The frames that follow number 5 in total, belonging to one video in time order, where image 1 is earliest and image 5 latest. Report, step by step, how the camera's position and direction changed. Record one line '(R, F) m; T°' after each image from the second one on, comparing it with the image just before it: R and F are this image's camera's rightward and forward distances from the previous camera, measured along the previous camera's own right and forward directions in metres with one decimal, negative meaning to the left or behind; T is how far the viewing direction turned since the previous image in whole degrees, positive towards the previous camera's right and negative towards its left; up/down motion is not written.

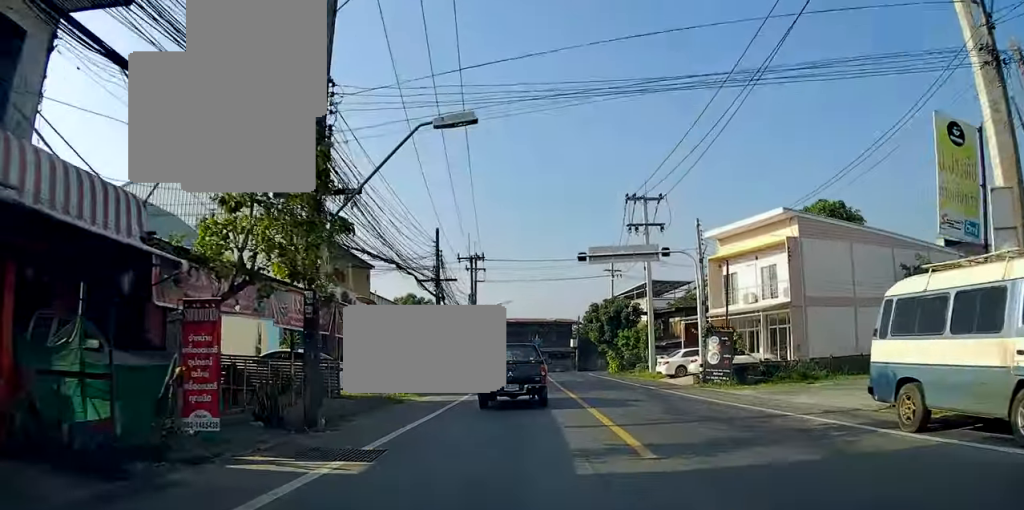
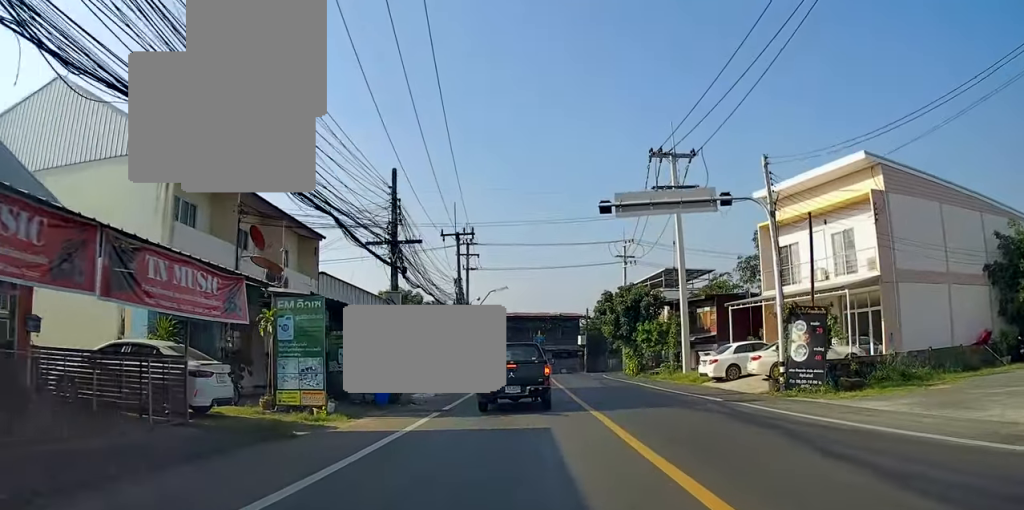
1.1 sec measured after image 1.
(-0.3, +9.5) m; -3°
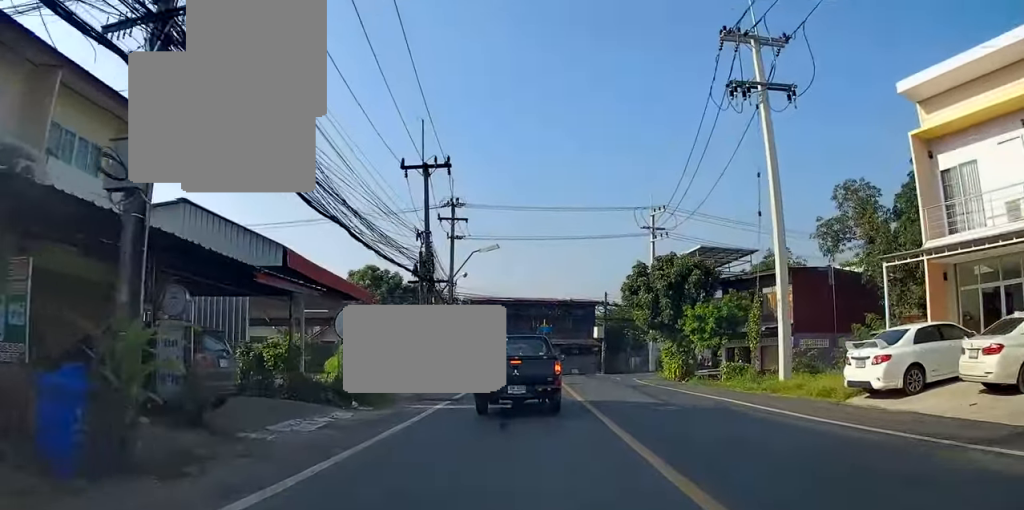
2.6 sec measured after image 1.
(-0.3, +13.6) m; -2°
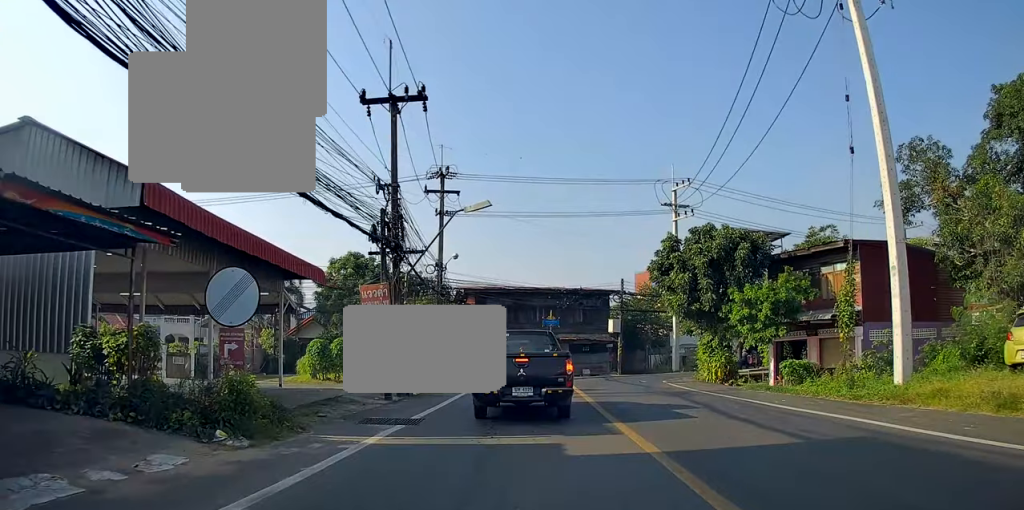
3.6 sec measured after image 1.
(-0.1, +7.8) m; -1°
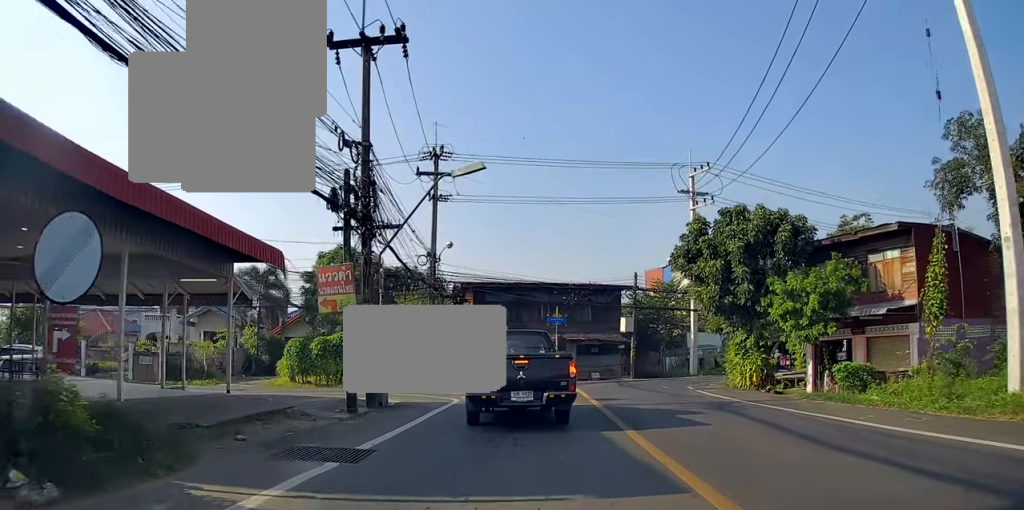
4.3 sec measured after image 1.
(-0.4, +4.6) m; +2°
